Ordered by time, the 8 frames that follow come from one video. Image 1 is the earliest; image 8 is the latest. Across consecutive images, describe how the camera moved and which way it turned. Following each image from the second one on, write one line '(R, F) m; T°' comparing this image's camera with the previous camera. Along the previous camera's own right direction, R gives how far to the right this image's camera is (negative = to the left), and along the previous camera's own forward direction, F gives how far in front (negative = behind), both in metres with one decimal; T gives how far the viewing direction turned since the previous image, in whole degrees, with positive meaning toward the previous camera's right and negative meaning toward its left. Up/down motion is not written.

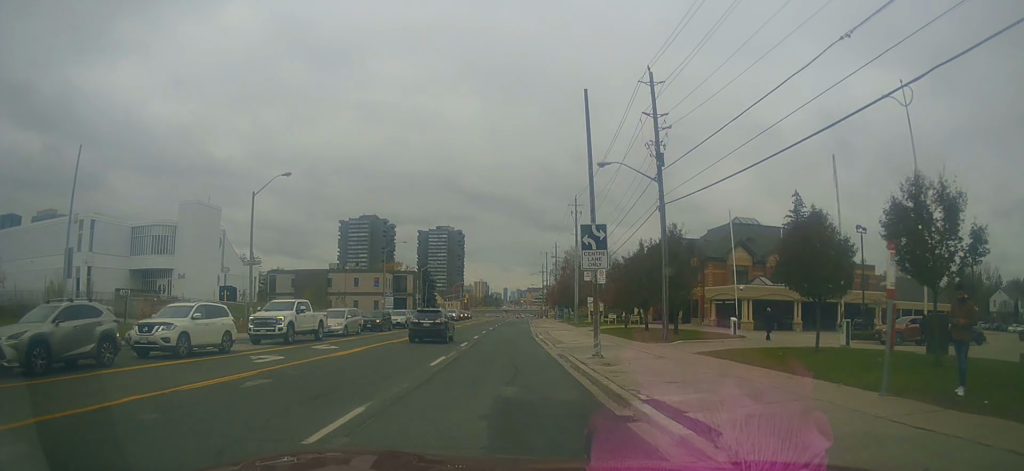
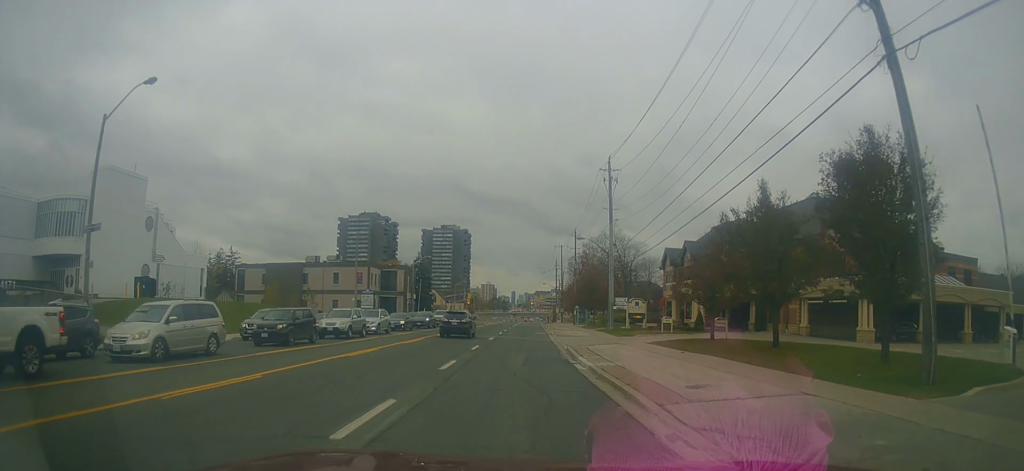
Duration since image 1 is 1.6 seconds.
(-0.1, +19.7) m; -2°
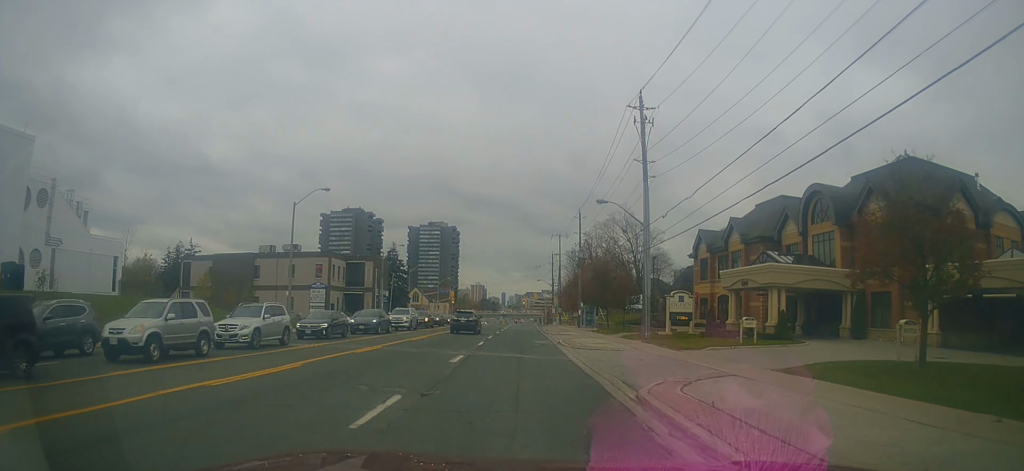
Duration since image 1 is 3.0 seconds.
(-0.4, +17.2) m; -1°
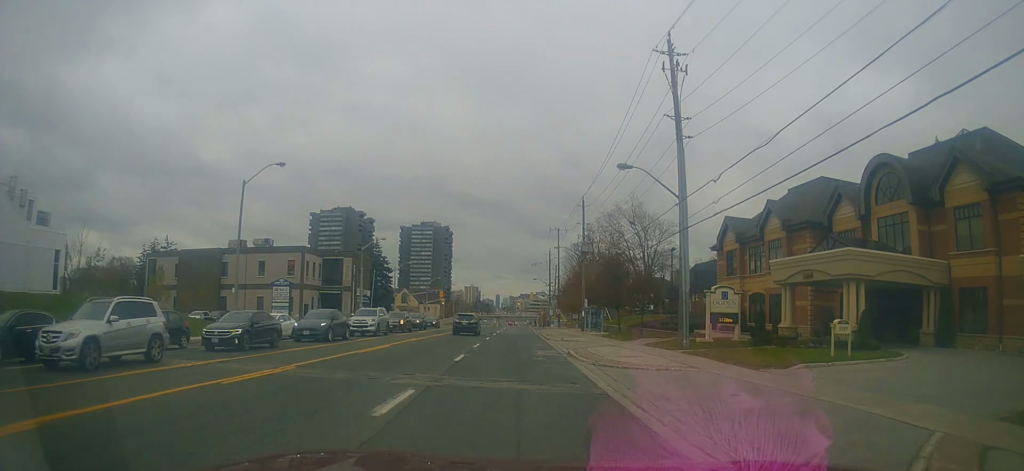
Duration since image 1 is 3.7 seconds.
(+0.2, +9.0) m; +2°
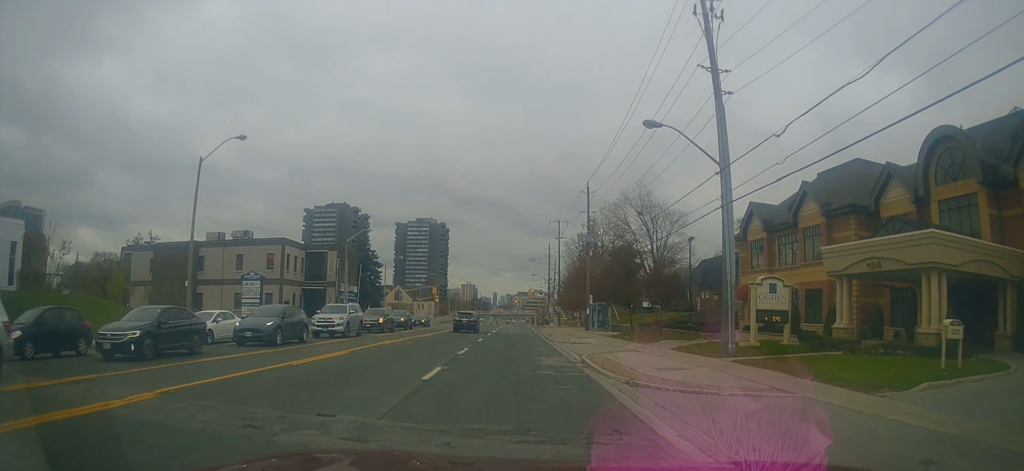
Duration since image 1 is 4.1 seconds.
(0.0, +6.0) m; +1°
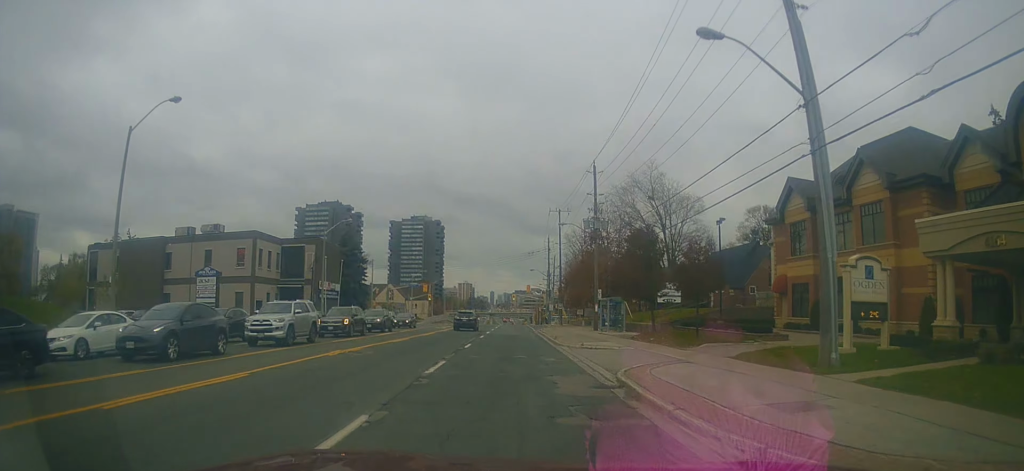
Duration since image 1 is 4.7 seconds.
(+0.1, +7.4) m; +1°
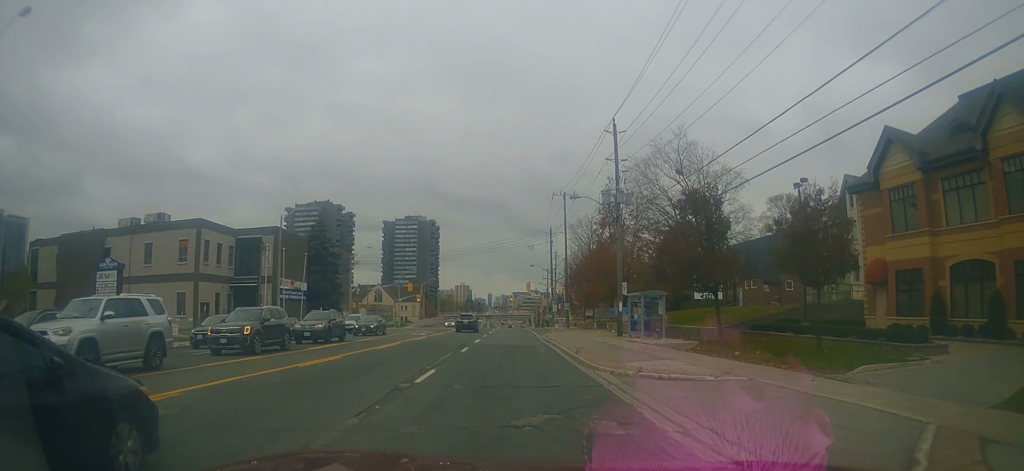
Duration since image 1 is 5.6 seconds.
(+0.1, +11.9) m; -1°
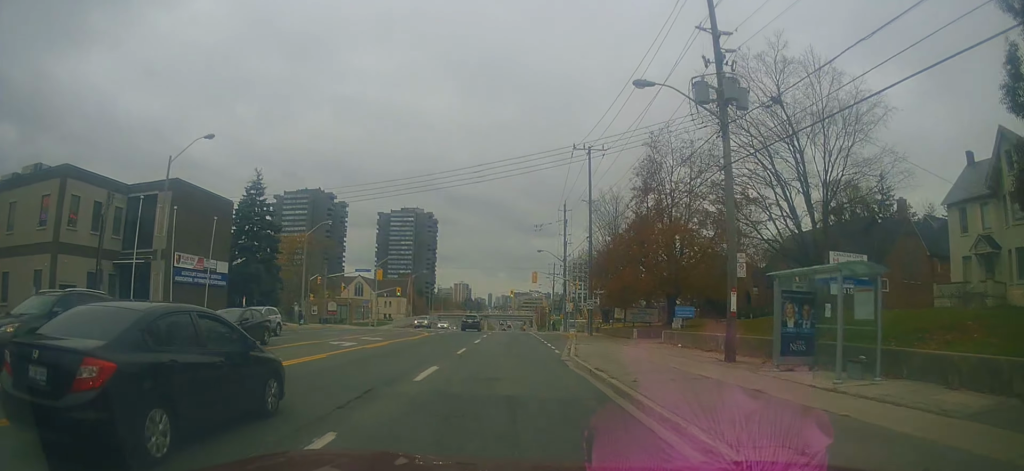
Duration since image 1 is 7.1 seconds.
(-0.5, +19.7) m; 0°
